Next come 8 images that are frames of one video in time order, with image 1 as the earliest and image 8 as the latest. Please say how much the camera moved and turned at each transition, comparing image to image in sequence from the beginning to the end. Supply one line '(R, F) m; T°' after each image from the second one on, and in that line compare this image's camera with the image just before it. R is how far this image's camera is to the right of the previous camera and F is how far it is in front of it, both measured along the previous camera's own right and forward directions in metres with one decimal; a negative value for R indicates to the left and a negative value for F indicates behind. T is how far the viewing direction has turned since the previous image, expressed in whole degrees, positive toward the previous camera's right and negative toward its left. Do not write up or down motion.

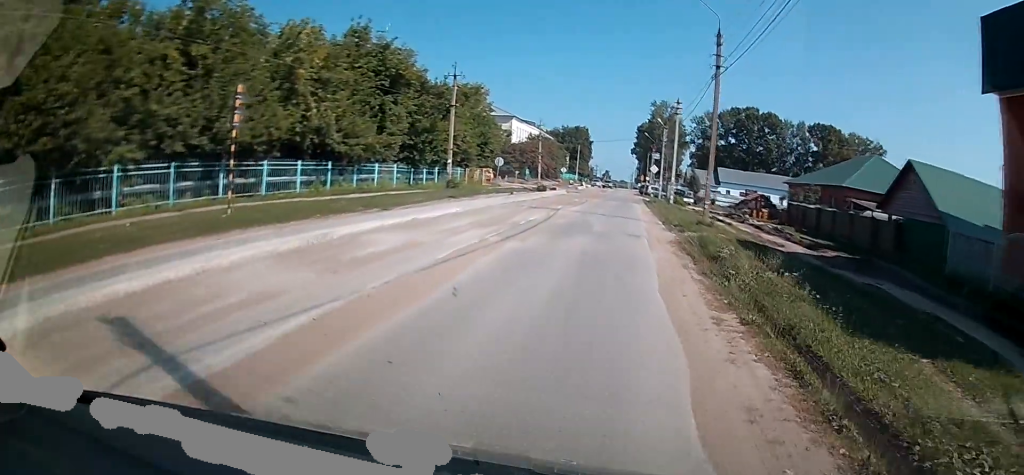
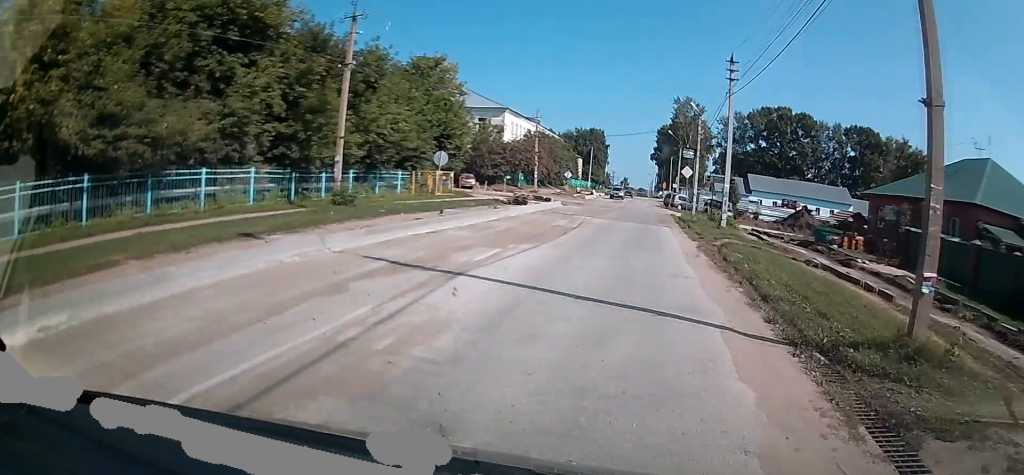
(-0.2, +17.6) m; -1°
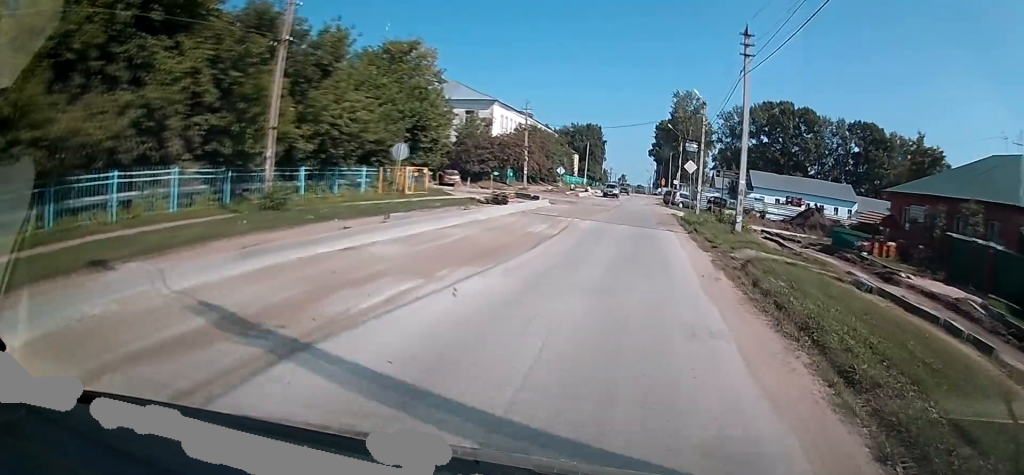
(0.0, +4.6) m; 0°
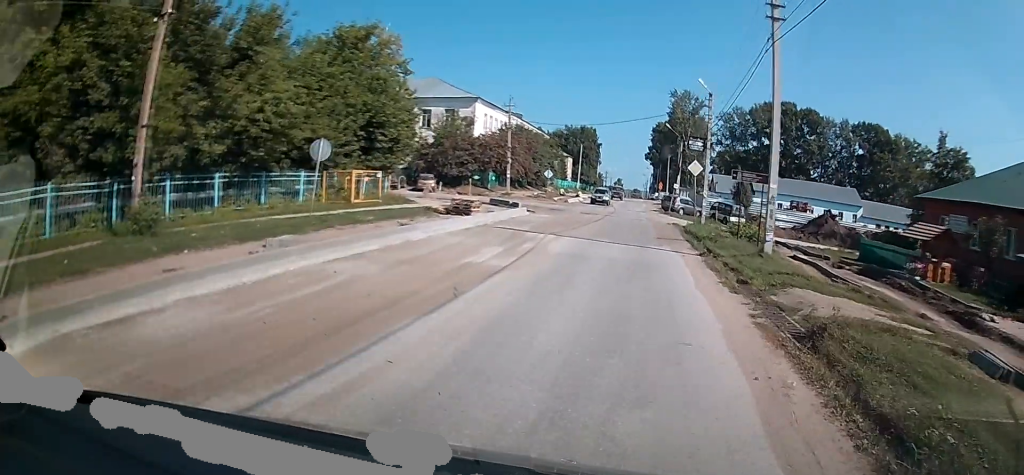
(0.0, +5.8) m; +1°
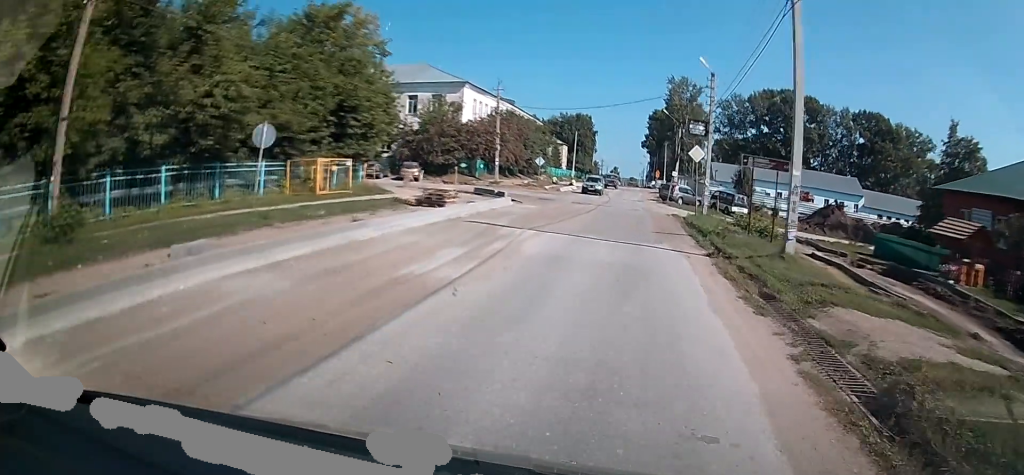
(0.0, +2.8) m; 0°
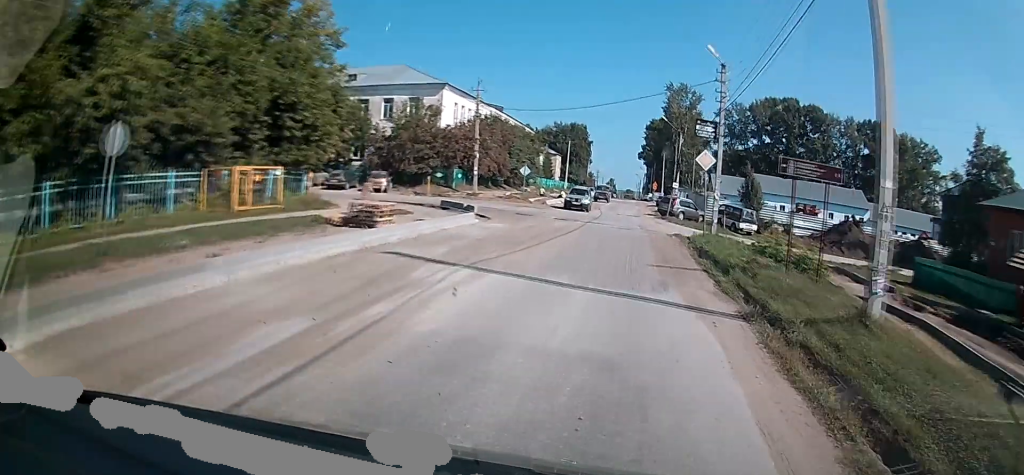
(0.0, +5.6) m; 0°
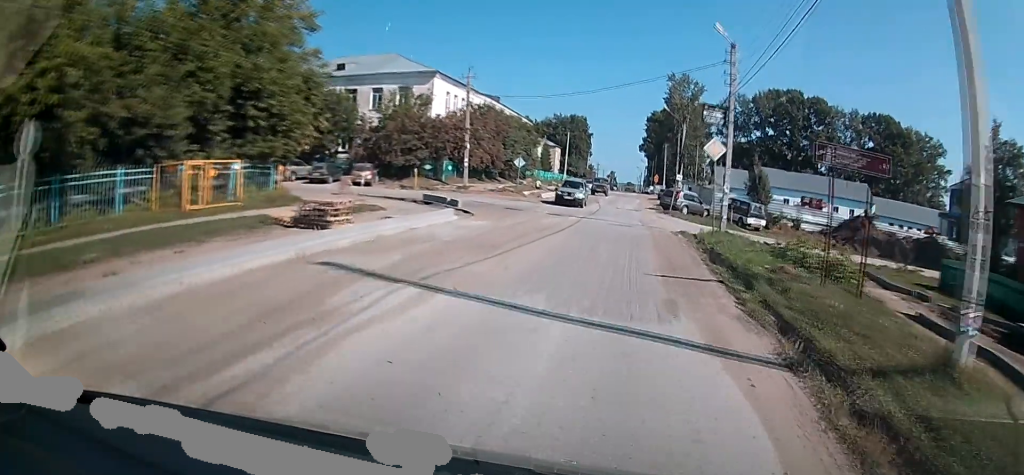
(0.0, +2.7) m; 0°
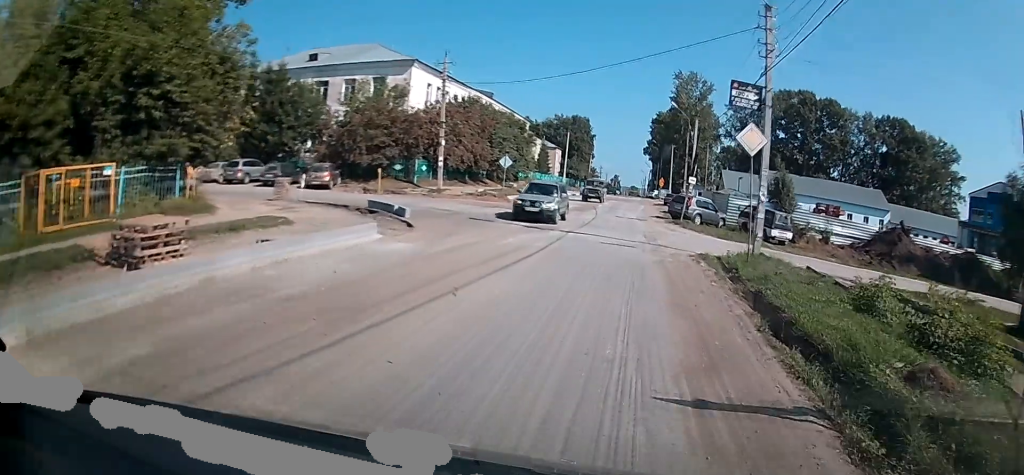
(-0.1, +6.5) m; -1°
